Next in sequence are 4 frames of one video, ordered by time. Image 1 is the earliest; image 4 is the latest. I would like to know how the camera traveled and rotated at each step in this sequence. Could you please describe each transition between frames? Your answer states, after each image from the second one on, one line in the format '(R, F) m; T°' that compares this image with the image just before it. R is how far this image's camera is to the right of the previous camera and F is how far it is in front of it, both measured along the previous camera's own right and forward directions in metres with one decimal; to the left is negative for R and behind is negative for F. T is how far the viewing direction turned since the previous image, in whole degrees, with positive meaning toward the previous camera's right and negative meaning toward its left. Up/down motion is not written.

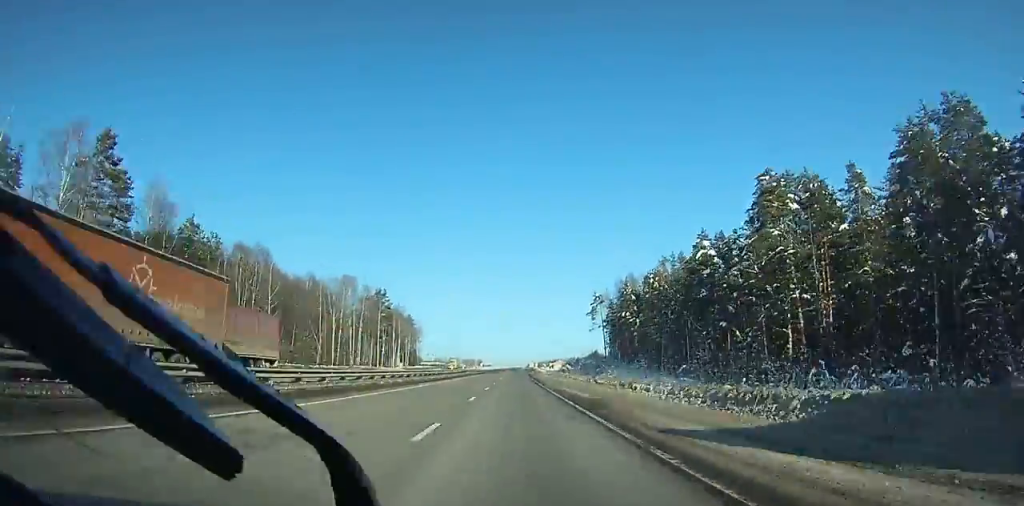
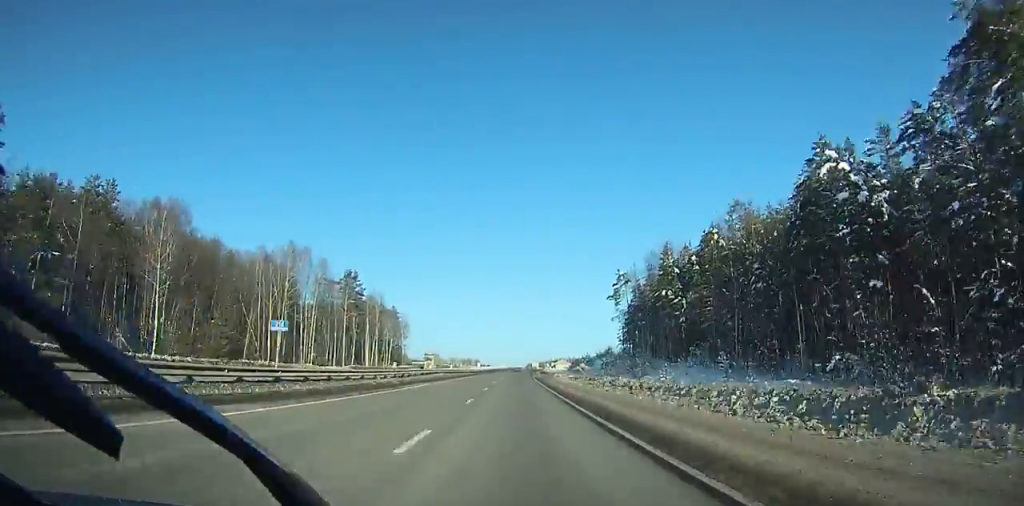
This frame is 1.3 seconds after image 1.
(0.0, +36.6) m; 0°
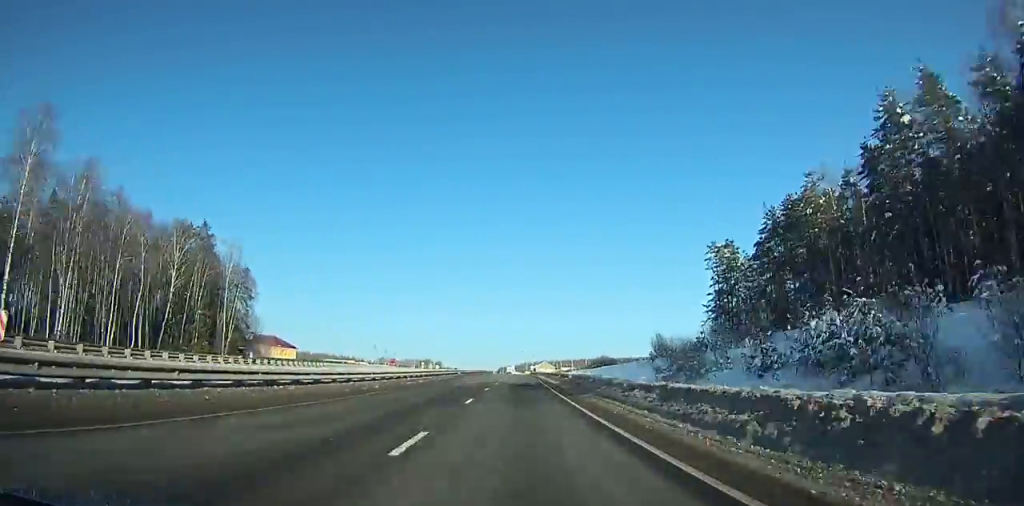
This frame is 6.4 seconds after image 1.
(+2.5, +136.7) m; +2°
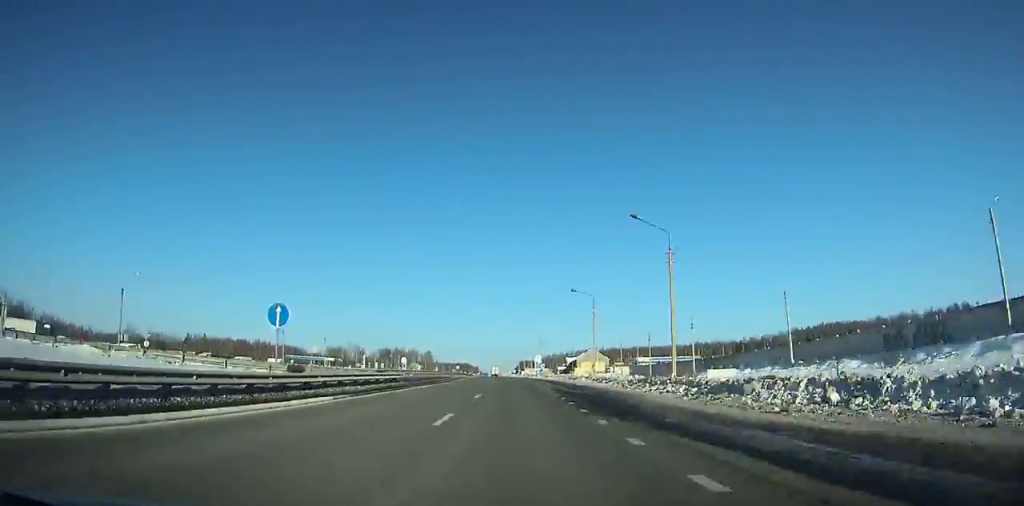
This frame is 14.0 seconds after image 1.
(-3.4, +197.6) m; -3°
